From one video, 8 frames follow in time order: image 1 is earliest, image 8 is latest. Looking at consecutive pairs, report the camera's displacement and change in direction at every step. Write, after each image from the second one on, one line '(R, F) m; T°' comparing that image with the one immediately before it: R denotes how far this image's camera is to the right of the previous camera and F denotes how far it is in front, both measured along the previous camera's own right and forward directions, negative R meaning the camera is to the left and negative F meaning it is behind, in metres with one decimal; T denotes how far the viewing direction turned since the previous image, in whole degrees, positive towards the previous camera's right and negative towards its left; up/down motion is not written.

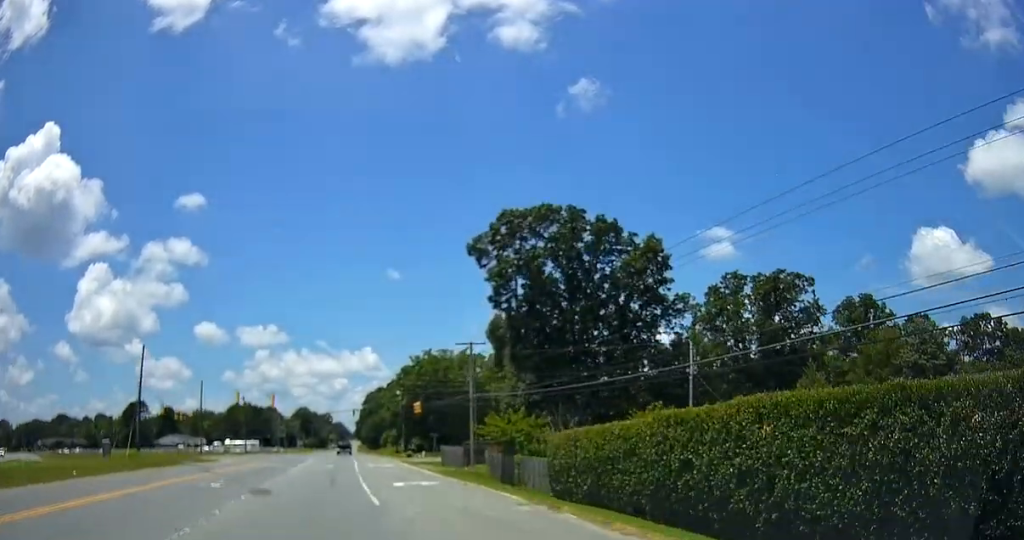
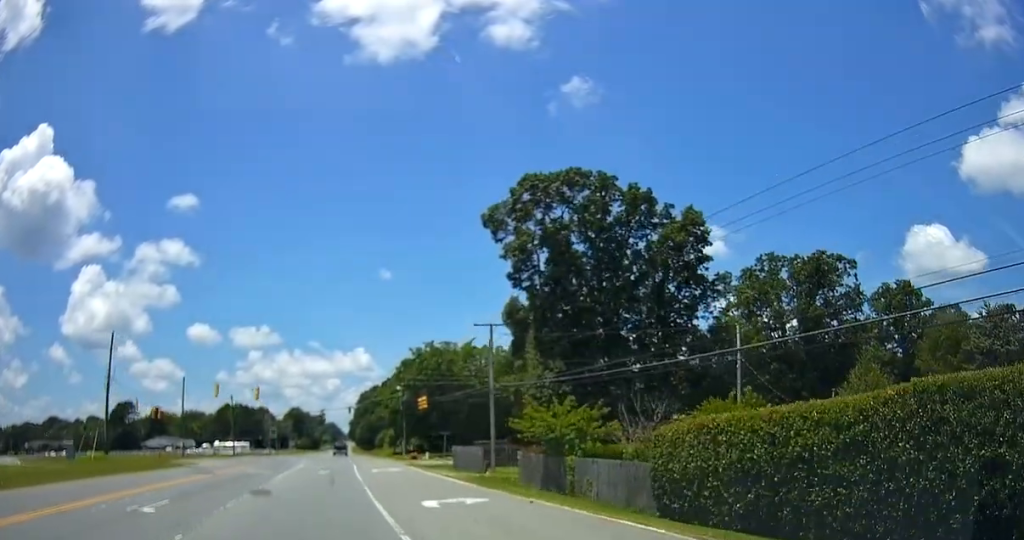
(+0.1, +7.9) m; +1°
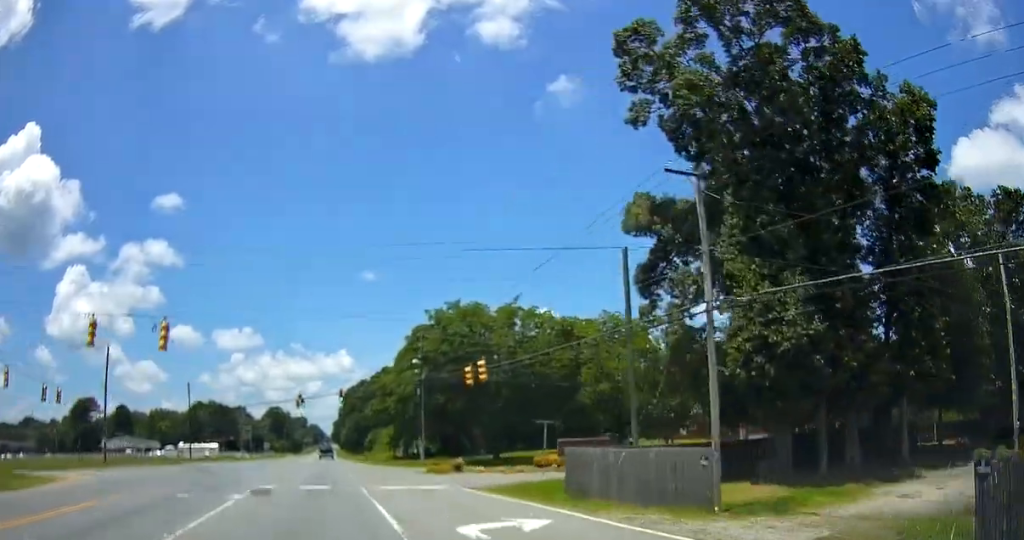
(+0.3, +25.8) m; +1°
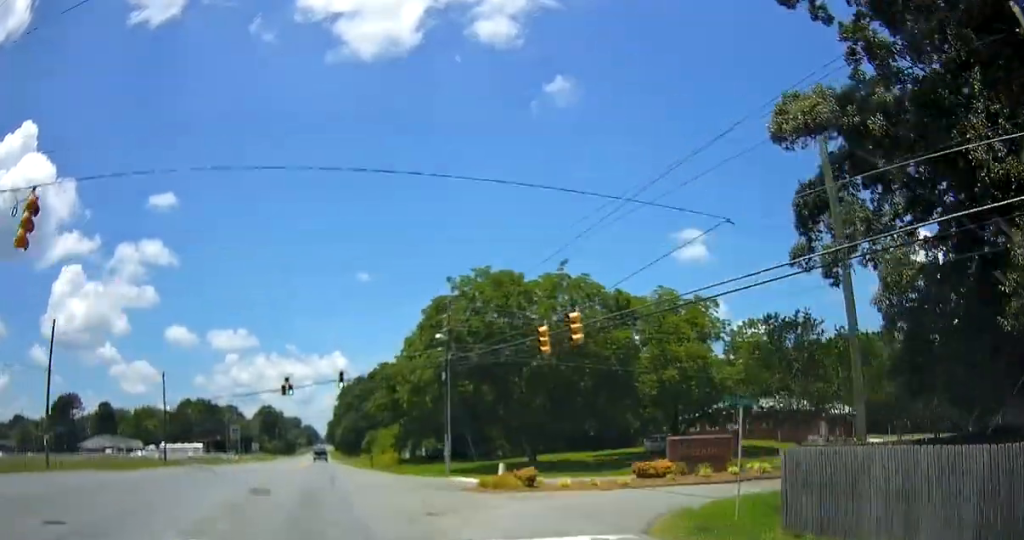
(0.0, +12.9) m; 0°
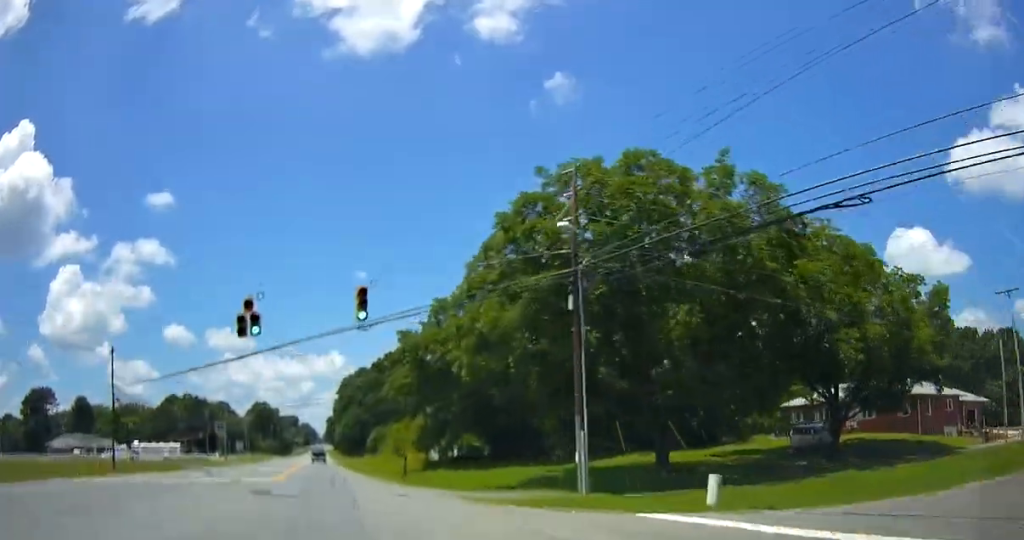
(0.0, +21.4) m; +1°
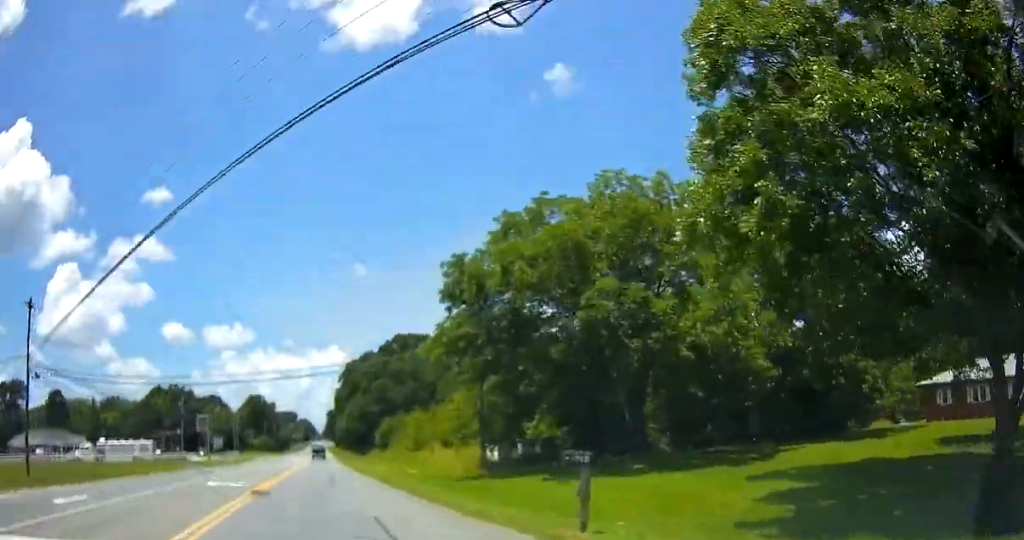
(+0.3, +20.6) m; +1°
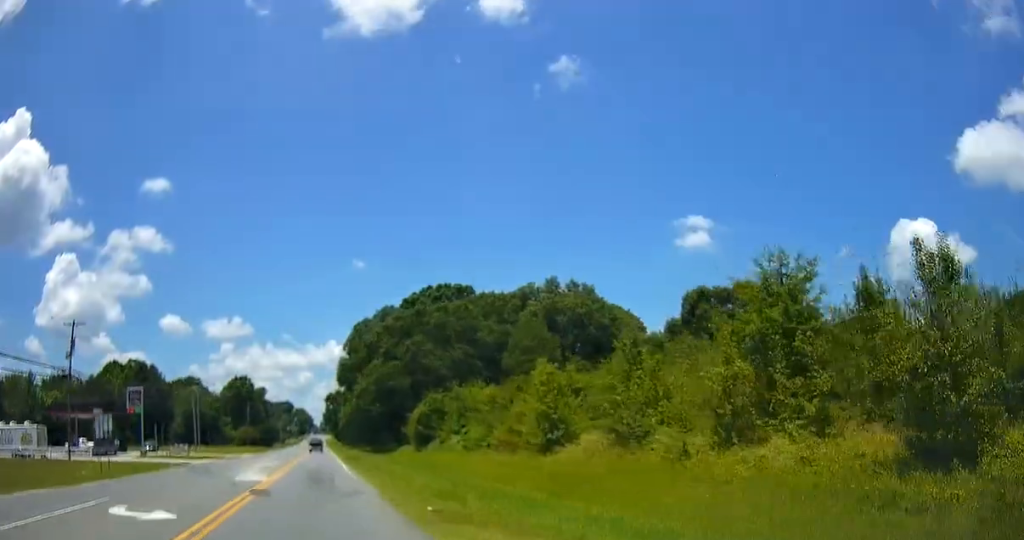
(+0.2, +42.2) m; 0°
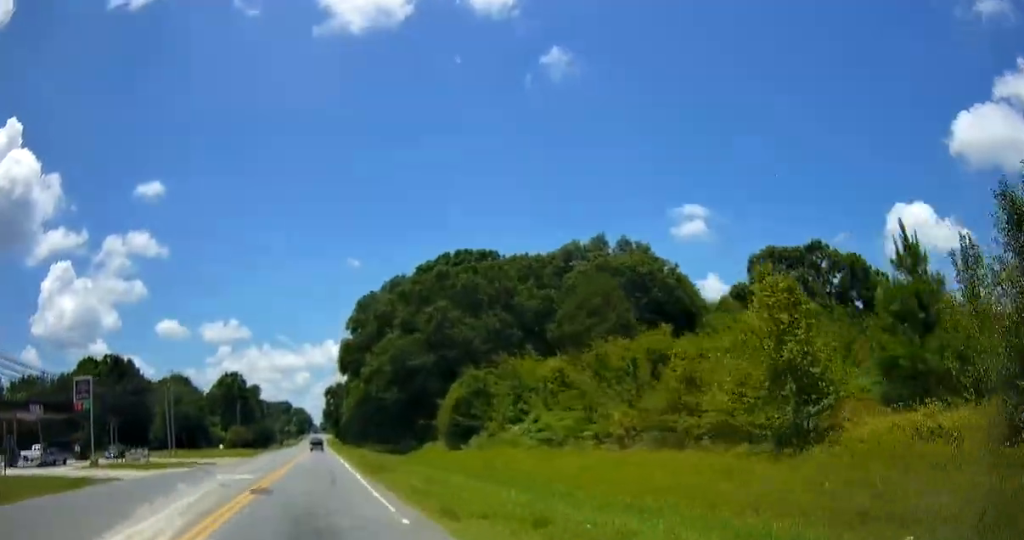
(0.0, +17.0) m; 0°
